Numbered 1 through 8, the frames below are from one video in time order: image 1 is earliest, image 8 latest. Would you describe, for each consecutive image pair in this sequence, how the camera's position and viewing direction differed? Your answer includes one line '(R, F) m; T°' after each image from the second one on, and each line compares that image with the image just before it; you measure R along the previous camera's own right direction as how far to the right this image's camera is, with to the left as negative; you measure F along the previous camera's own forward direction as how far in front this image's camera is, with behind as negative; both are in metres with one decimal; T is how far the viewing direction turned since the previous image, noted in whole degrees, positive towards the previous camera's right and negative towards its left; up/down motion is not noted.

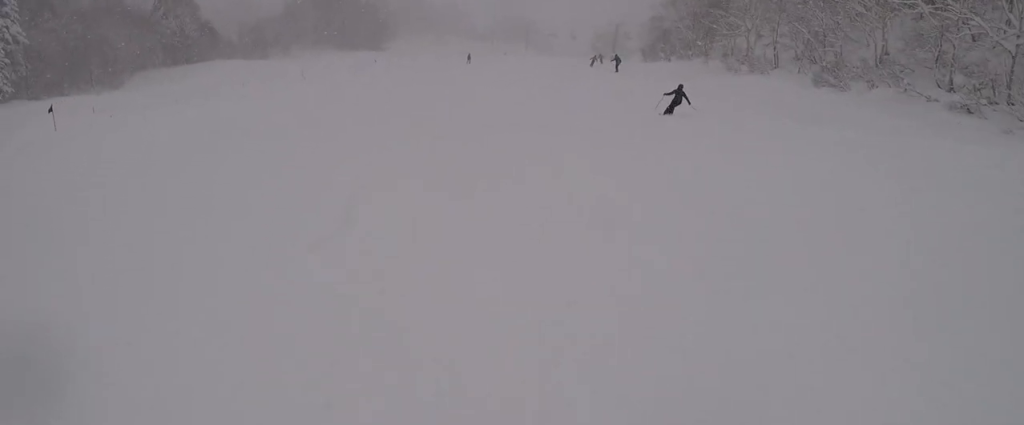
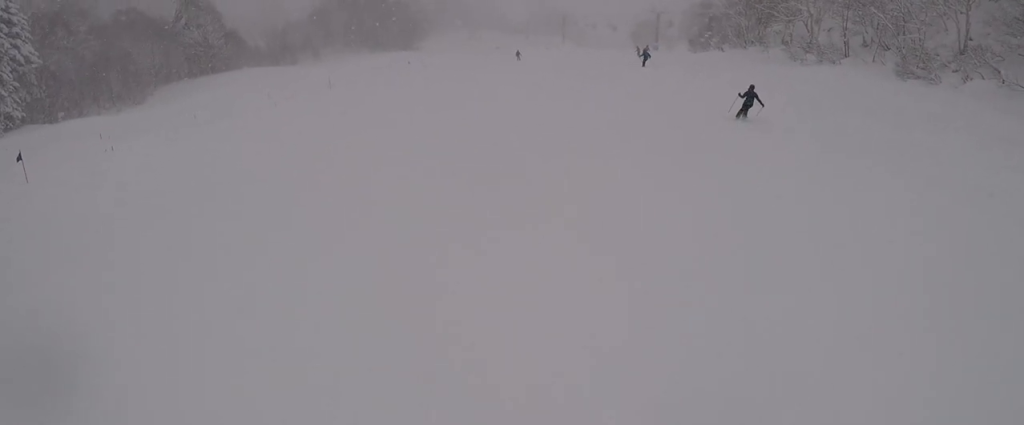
(+0.1, +5.3) m; +5°
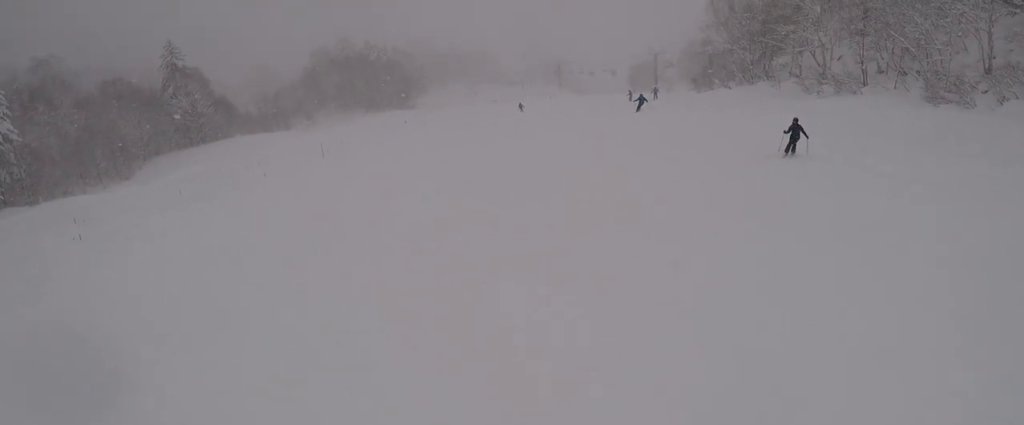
(+0.3, +3.8) m; +6°
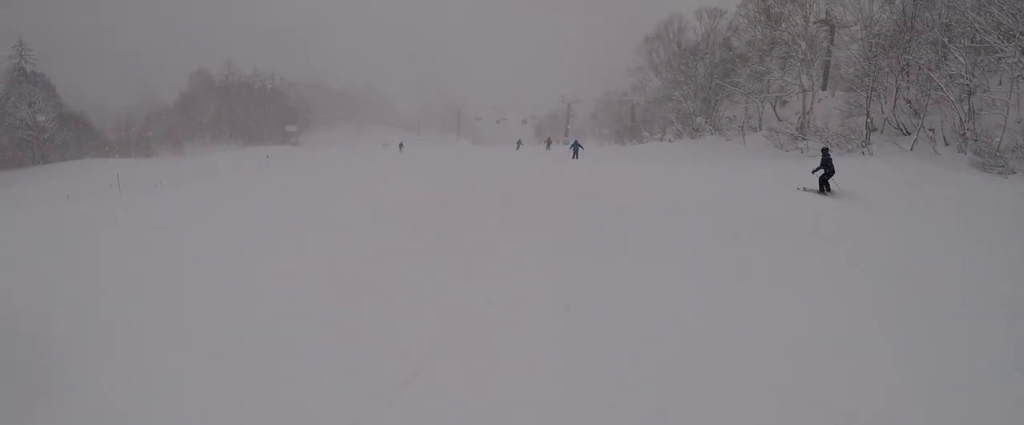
(+0.6, +14.6) m; -3°
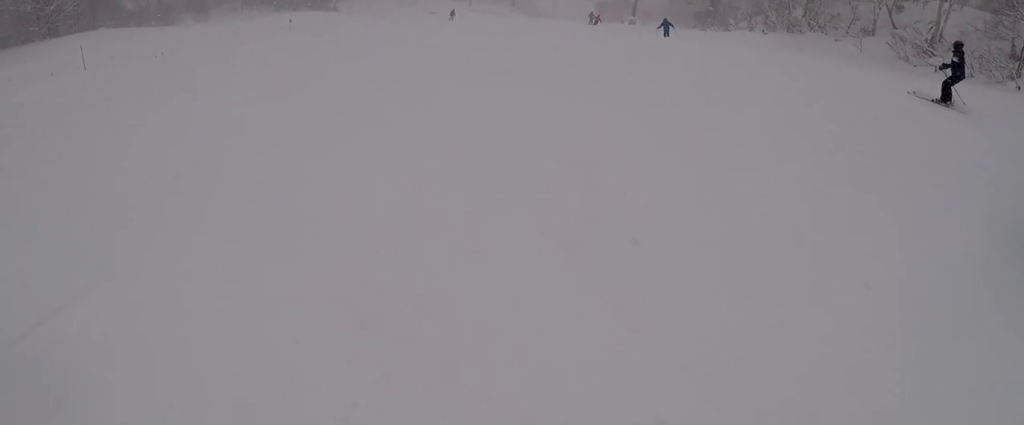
(-0.3, +6.1) m; -4°
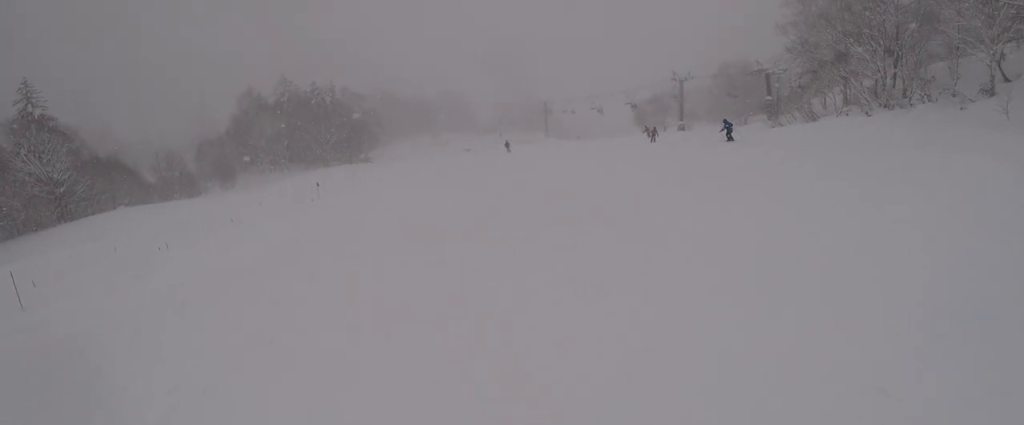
(-0.2, +9.9) m; +1°
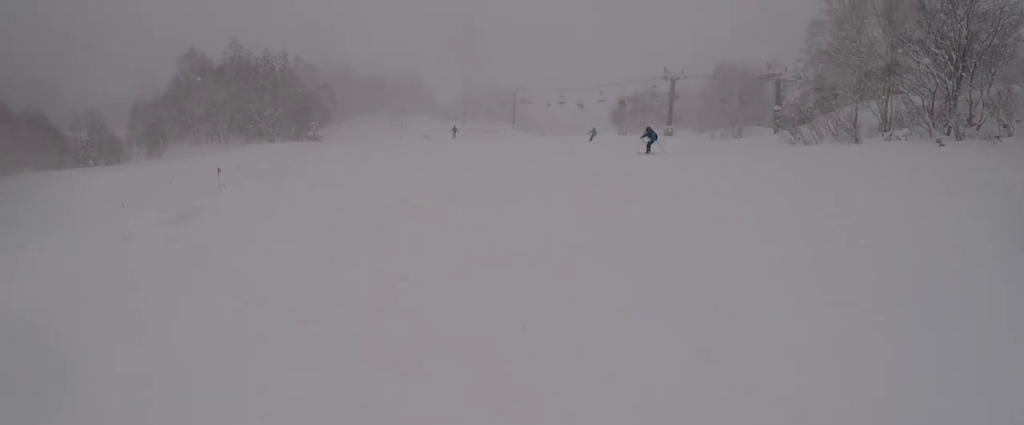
(+0.3, +11.3) m; -1°
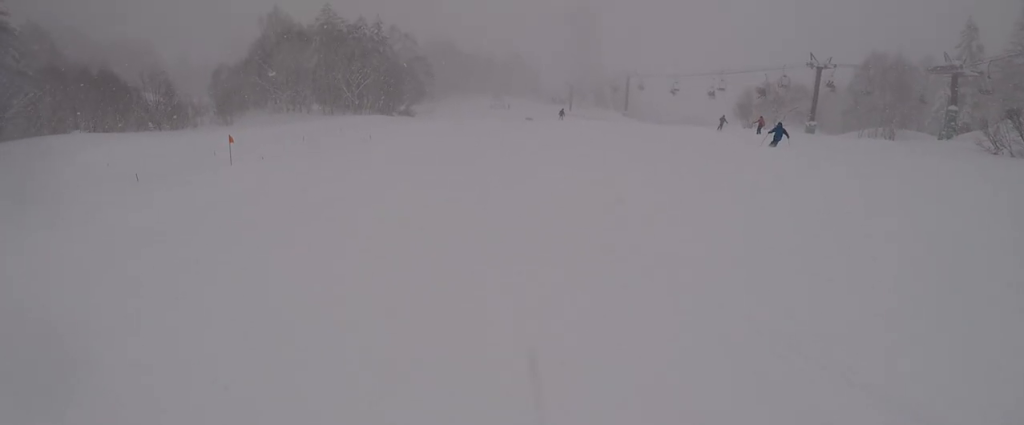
(-0.4, +10.4) m; 0°
